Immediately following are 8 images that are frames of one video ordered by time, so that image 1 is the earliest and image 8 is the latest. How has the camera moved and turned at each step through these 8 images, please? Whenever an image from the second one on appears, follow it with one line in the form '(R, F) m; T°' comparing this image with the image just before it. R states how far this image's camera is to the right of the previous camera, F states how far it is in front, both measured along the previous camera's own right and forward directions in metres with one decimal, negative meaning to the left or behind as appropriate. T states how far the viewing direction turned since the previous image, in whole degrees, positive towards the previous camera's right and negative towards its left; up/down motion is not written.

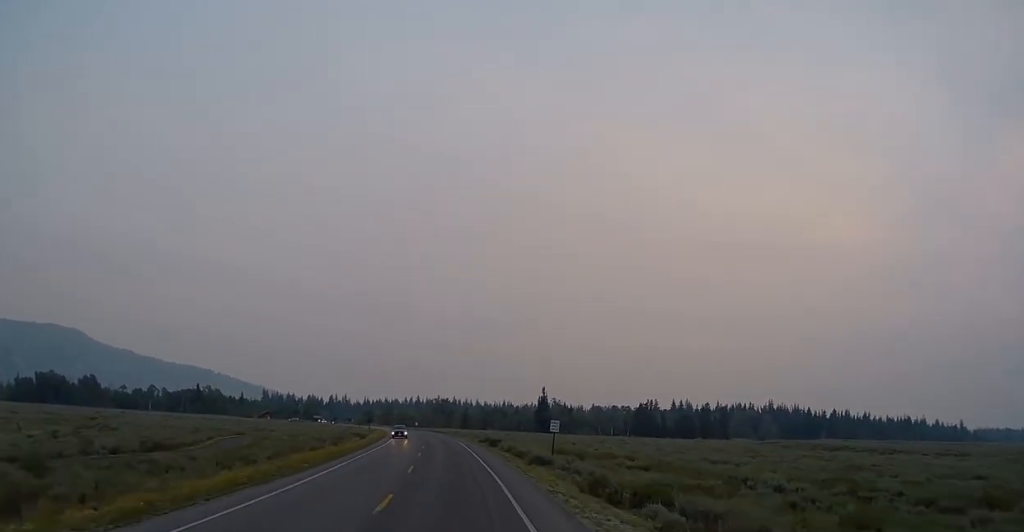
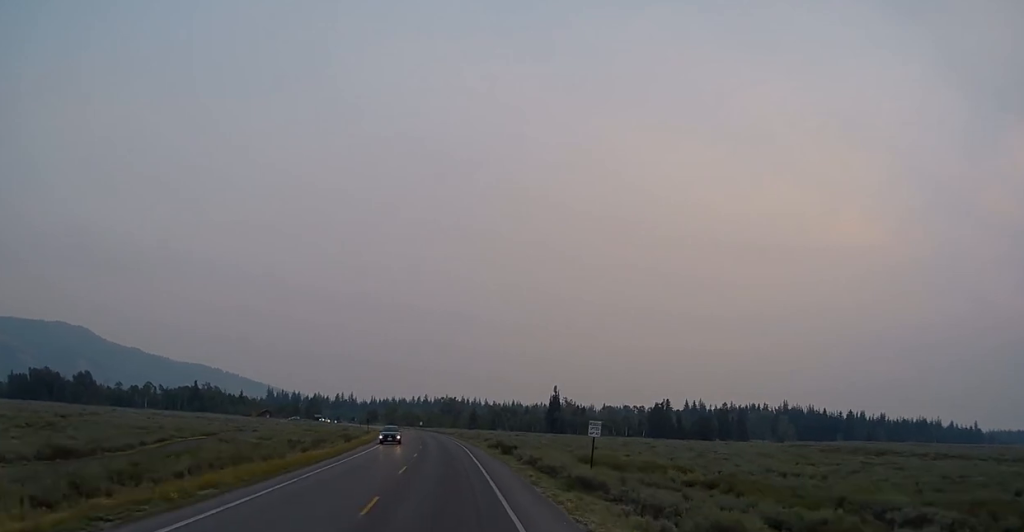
(+0.1, +13.5) m; 0°
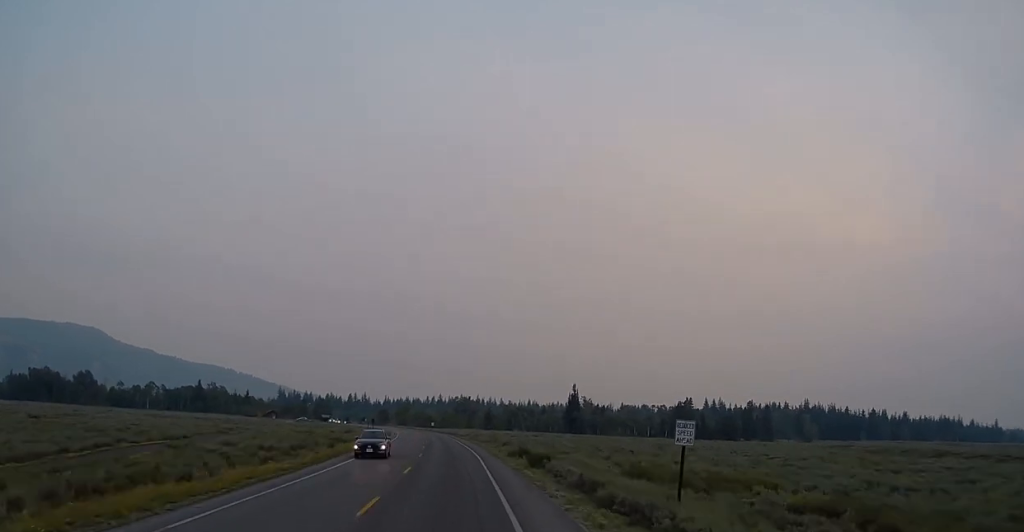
(+0.1, +13.4) m; 0°
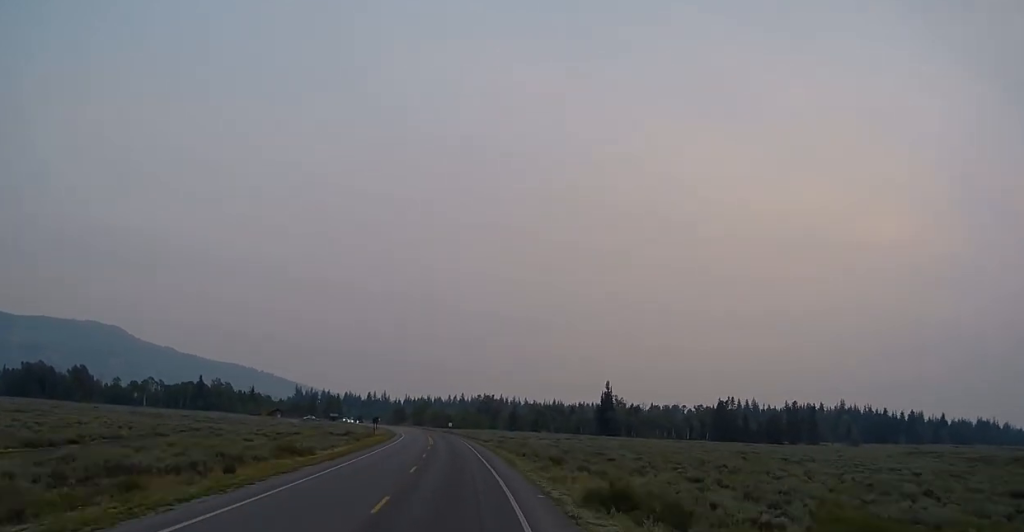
(-0.4, +23.5) m; -1°
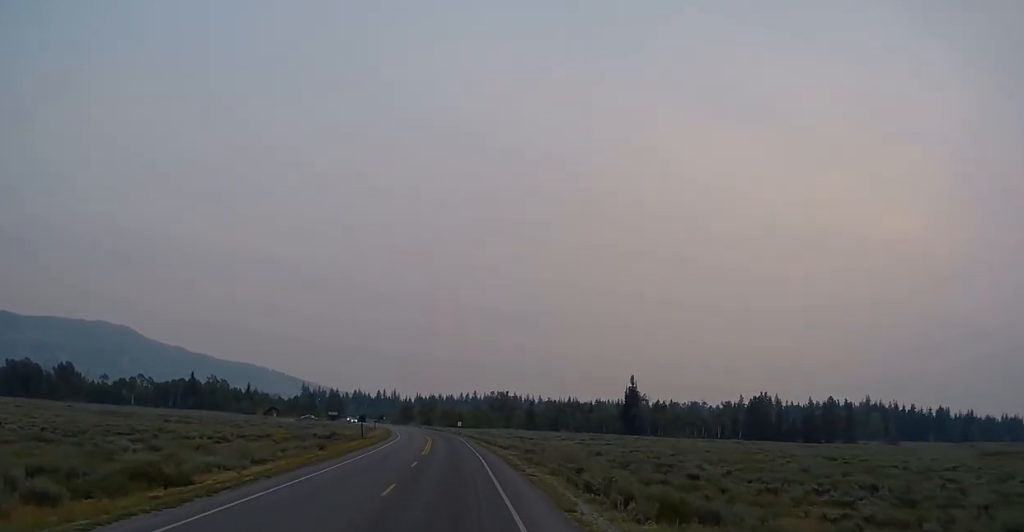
(-0.2, +20.3) m; -1°
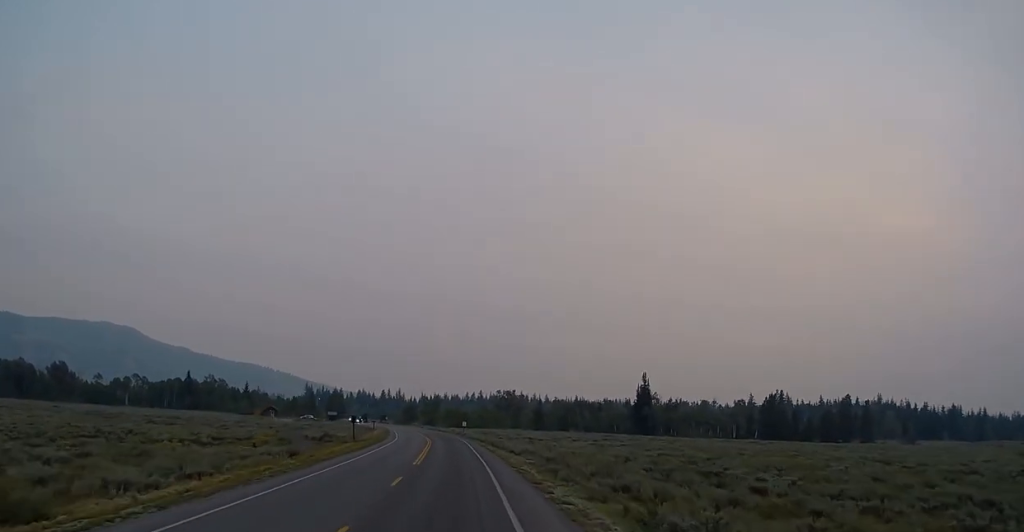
(0.0, +9.1) m; -1°
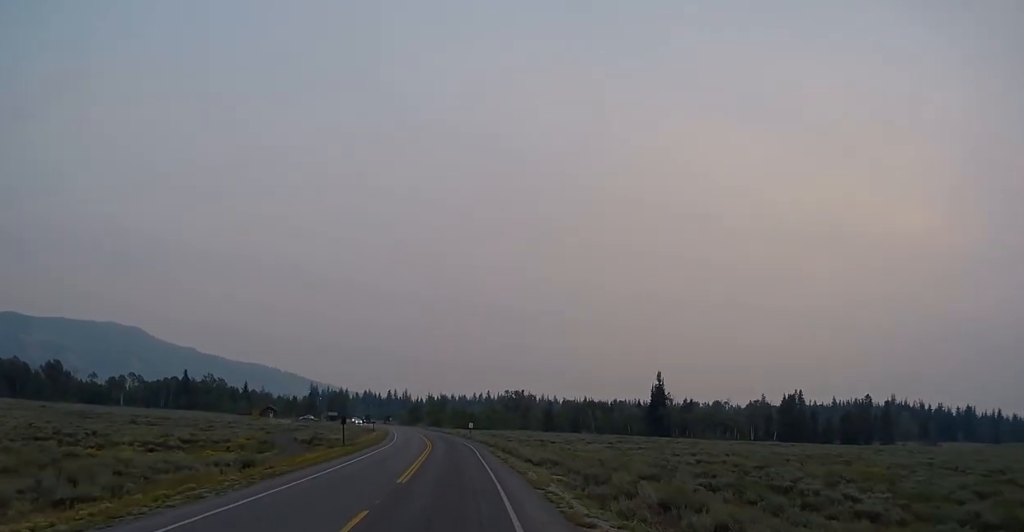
(0.0, +9.7) m; -1°
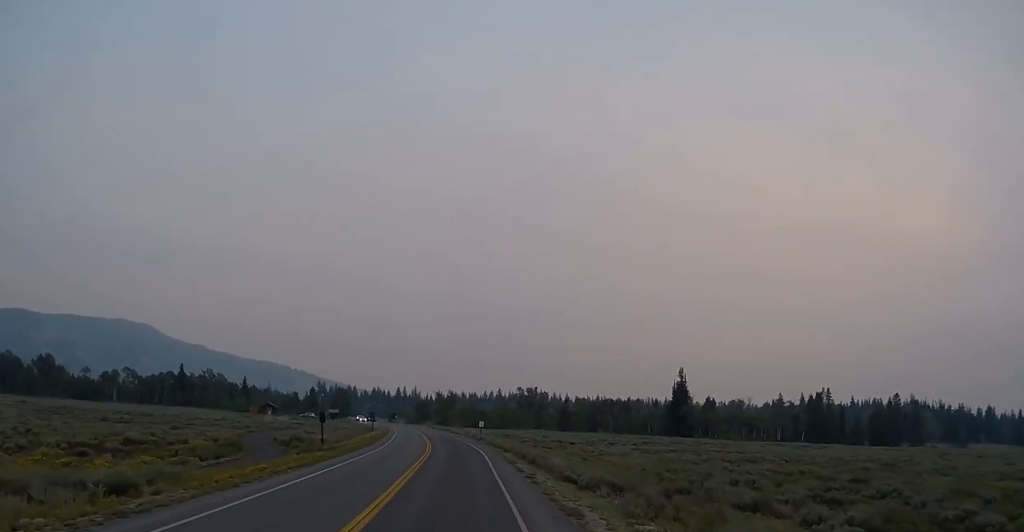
(-0.5, +13.4) m; -1°
